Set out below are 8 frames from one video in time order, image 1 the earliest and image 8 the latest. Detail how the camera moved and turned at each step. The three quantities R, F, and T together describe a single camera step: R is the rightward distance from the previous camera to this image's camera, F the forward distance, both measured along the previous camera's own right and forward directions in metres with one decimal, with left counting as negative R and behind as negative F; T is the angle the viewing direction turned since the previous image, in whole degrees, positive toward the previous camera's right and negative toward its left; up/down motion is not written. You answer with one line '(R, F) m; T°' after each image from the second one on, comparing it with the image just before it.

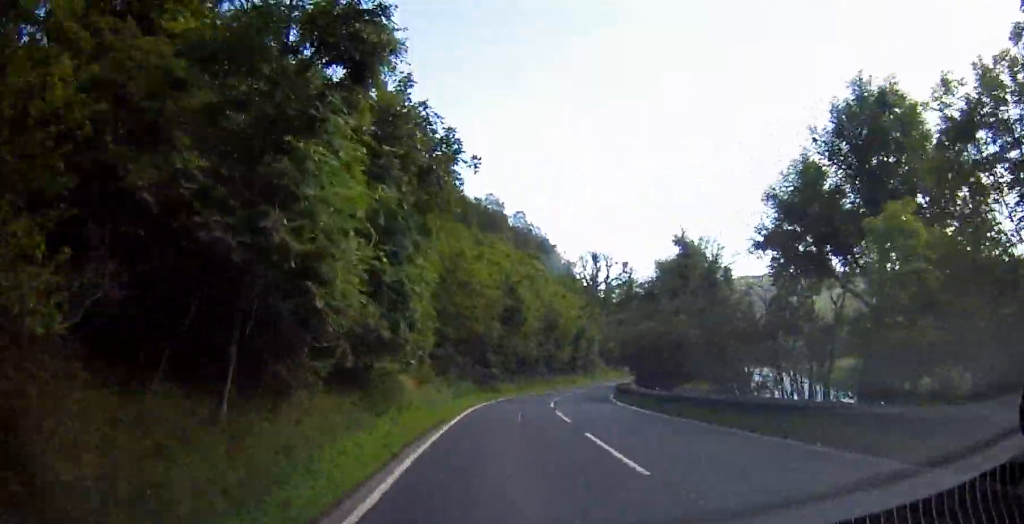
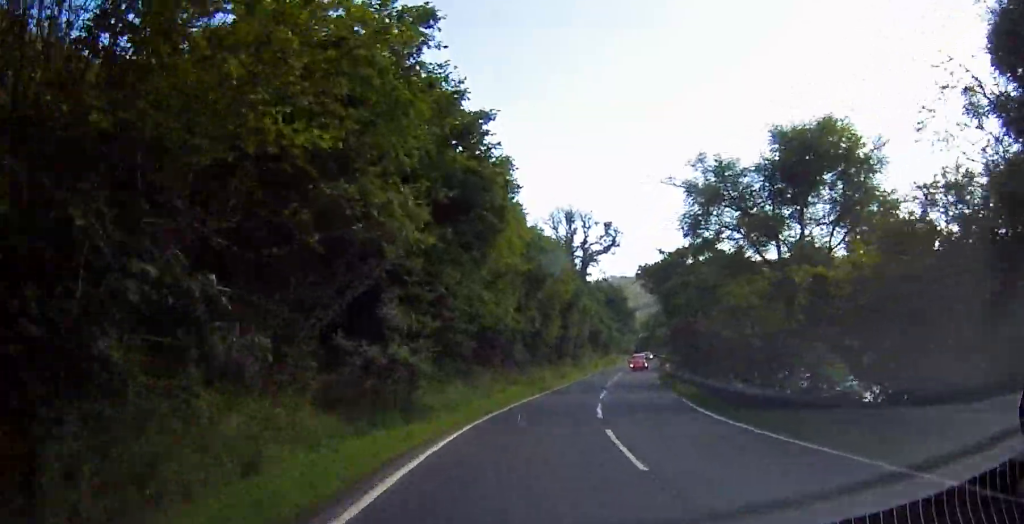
(+0.6, +27.4) m; +5°
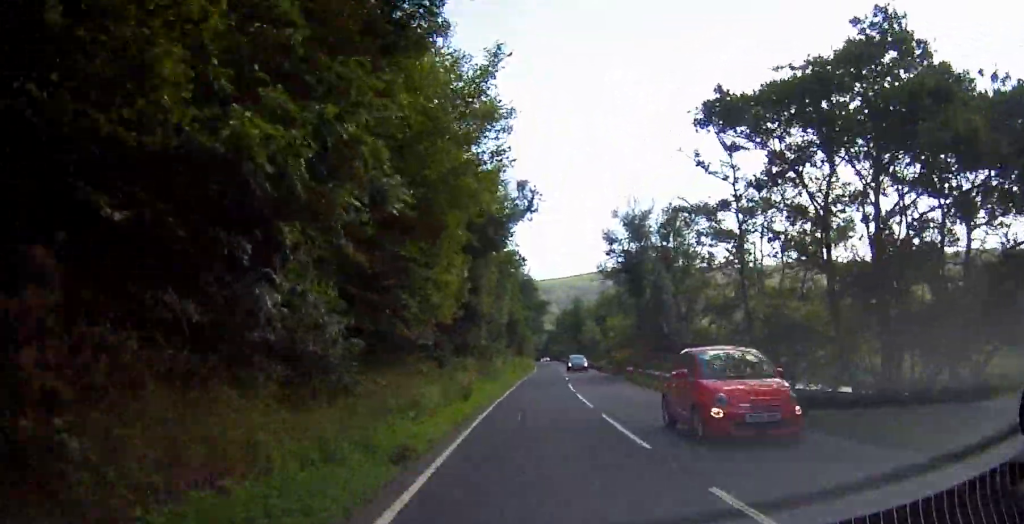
(+1.9, +27.2) m; +7°
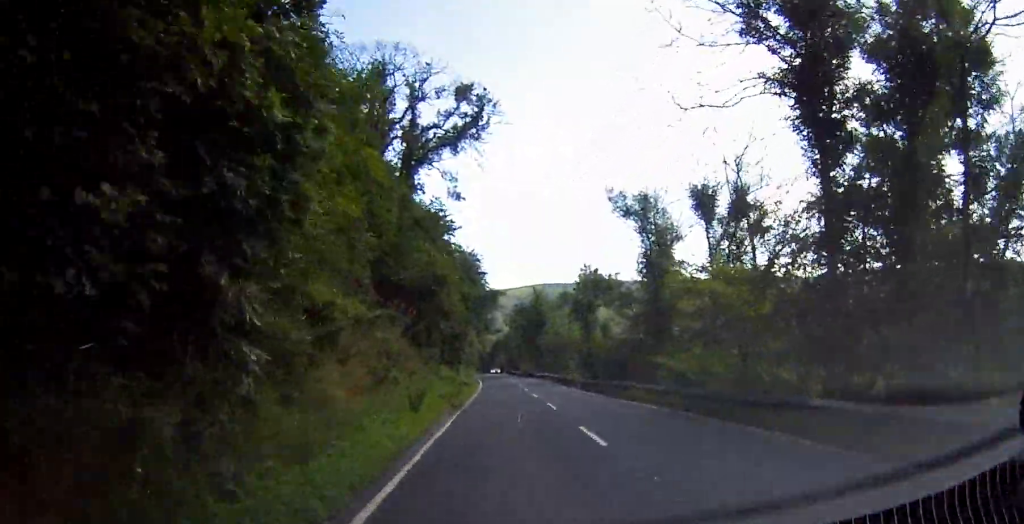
(+1.8, +30.3) m; +5°
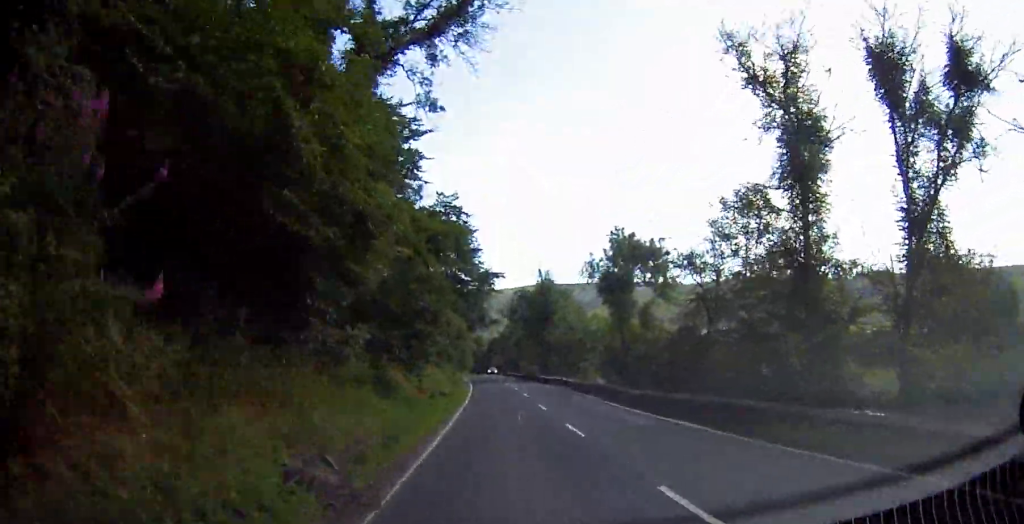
(0.0, +15.7) m; -1°
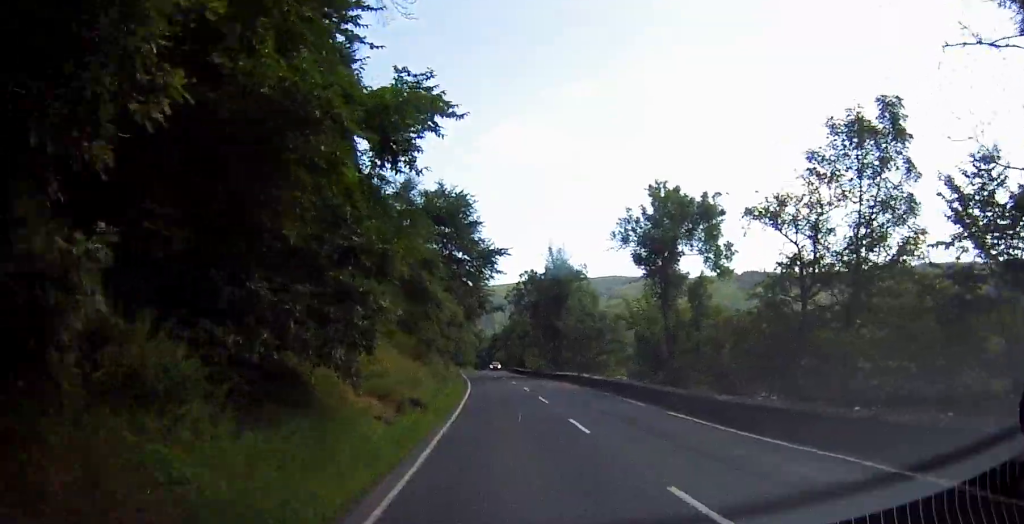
(0.0, +9.4) m; 0°
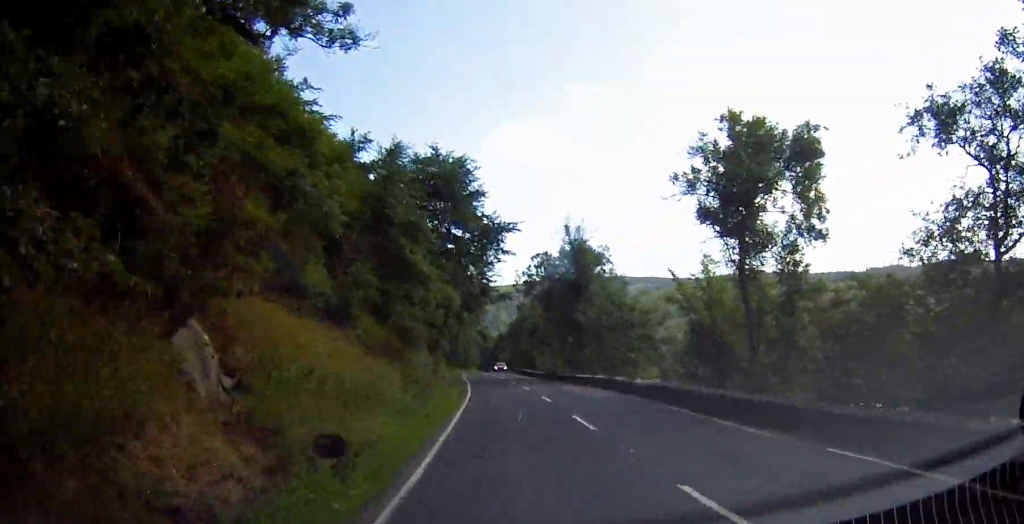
(-0.1, +9.2) m; 0°
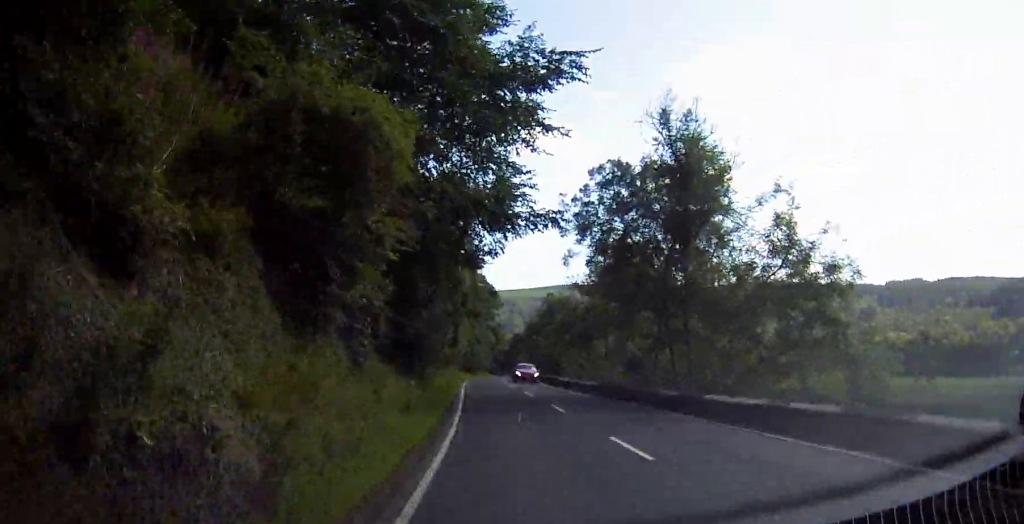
(-0.1, +22.9) m; -1°
